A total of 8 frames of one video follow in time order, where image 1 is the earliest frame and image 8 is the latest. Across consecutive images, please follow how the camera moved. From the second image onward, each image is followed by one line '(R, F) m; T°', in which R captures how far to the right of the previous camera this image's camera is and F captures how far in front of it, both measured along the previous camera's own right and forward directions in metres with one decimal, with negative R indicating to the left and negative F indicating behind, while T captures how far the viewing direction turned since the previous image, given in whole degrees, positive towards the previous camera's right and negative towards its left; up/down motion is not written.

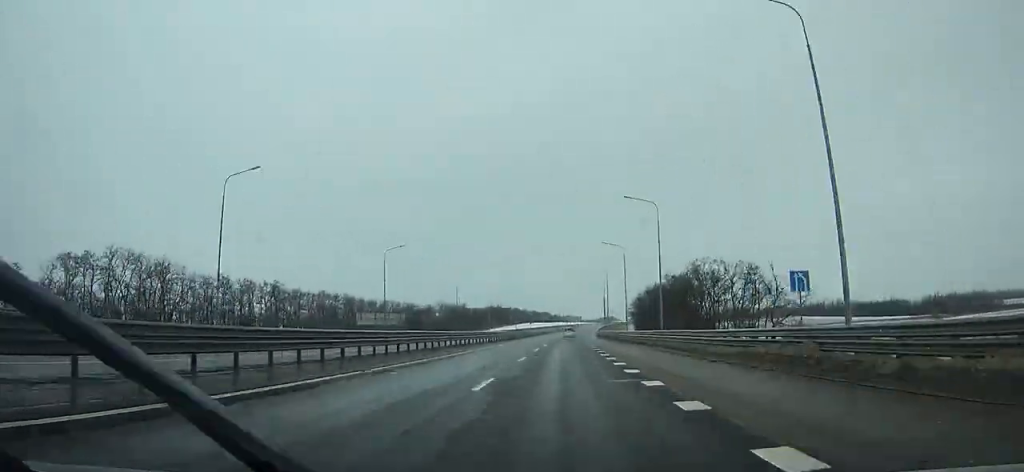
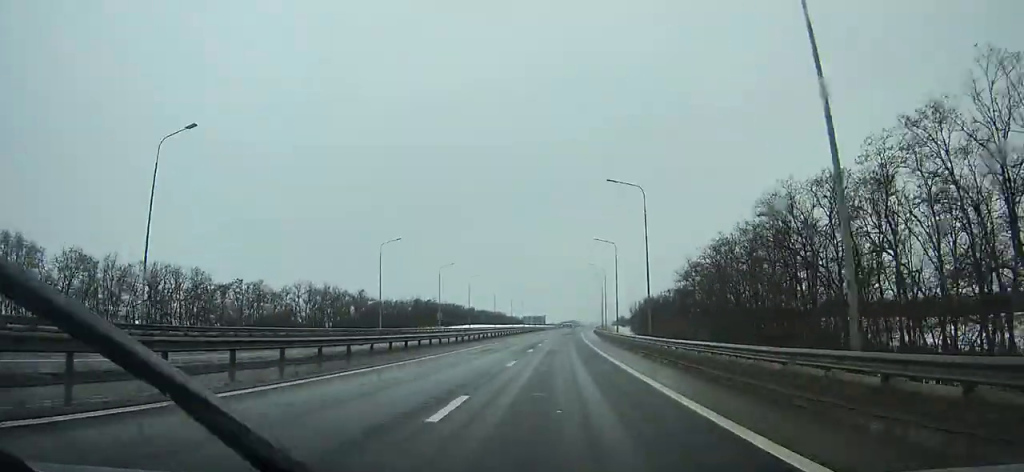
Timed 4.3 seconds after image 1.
(+3.2, +122.6) m; +3°
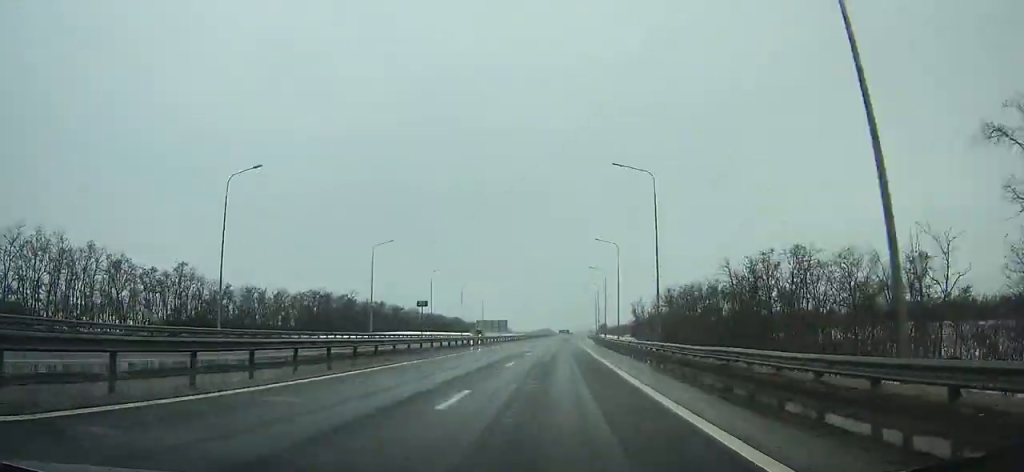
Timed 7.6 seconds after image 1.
(+2.0, +94.4) m; +2°
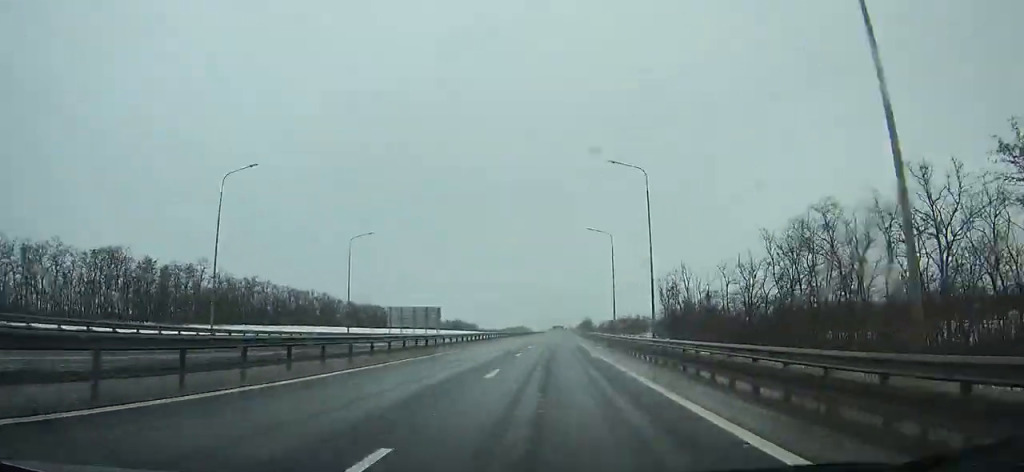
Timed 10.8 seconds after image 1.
(+1.7, +91.6) m; +2°
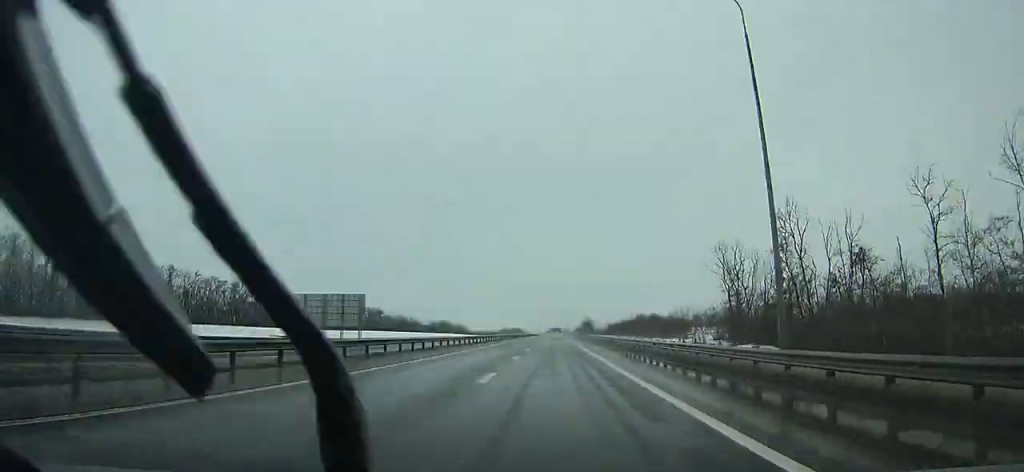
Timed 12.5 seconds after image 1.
(+0.4, +48.6) m; 0°
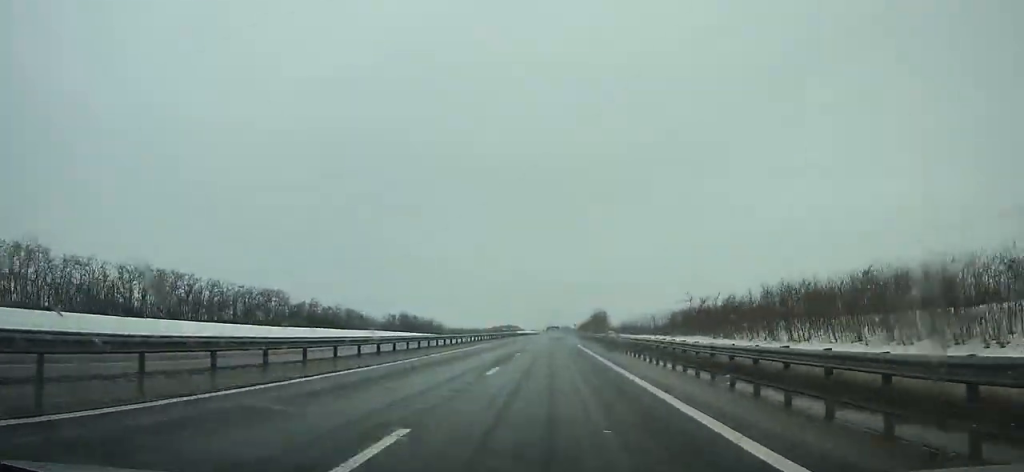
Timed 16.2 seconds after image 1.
(+0.4, +105.3) m; 0°
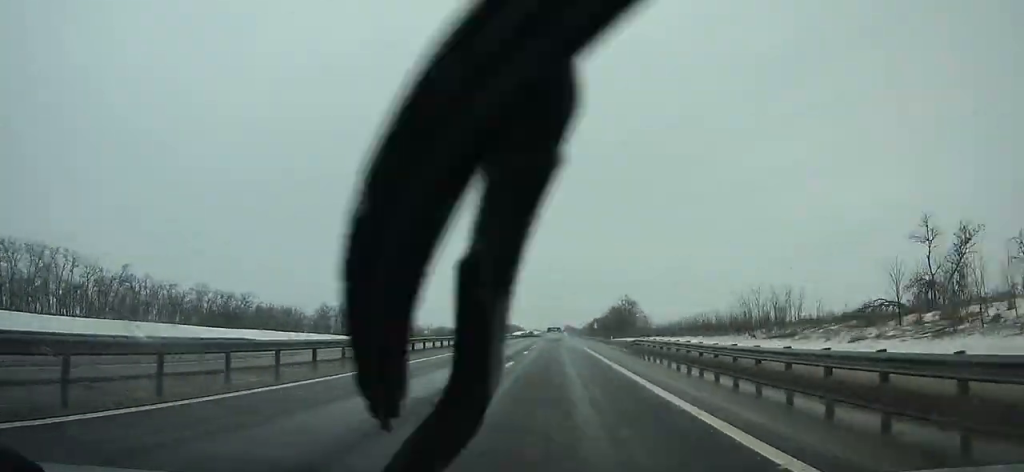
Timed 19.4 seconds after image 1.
(-0.3, +89.9) m; 0°
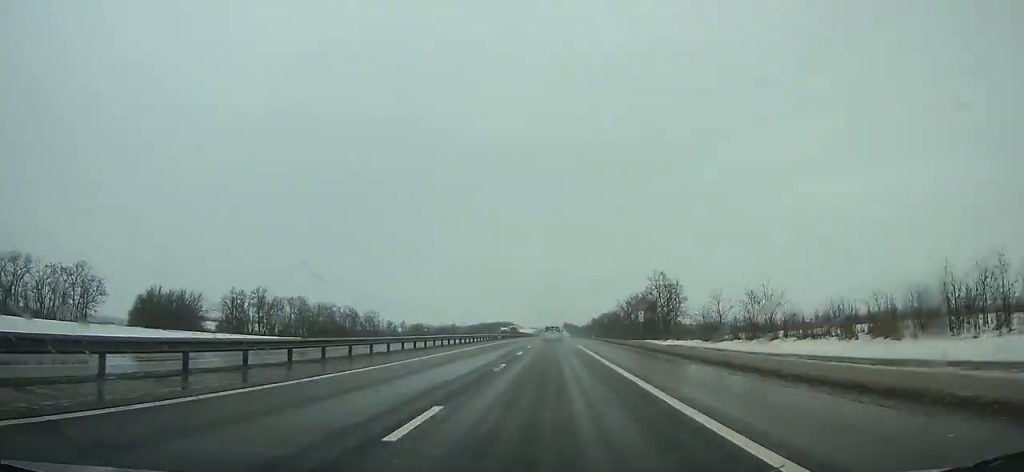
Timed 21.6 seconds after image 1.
(0.0, +61.3) m; 0°
